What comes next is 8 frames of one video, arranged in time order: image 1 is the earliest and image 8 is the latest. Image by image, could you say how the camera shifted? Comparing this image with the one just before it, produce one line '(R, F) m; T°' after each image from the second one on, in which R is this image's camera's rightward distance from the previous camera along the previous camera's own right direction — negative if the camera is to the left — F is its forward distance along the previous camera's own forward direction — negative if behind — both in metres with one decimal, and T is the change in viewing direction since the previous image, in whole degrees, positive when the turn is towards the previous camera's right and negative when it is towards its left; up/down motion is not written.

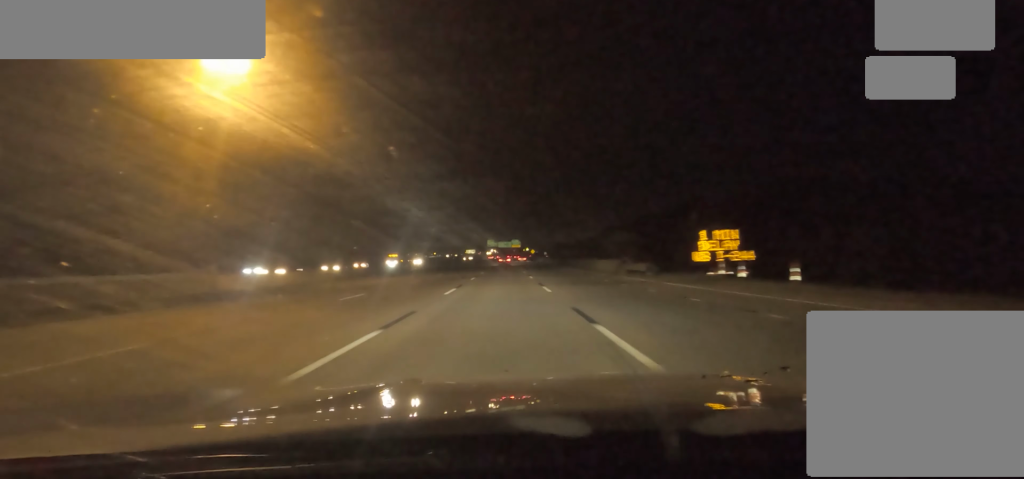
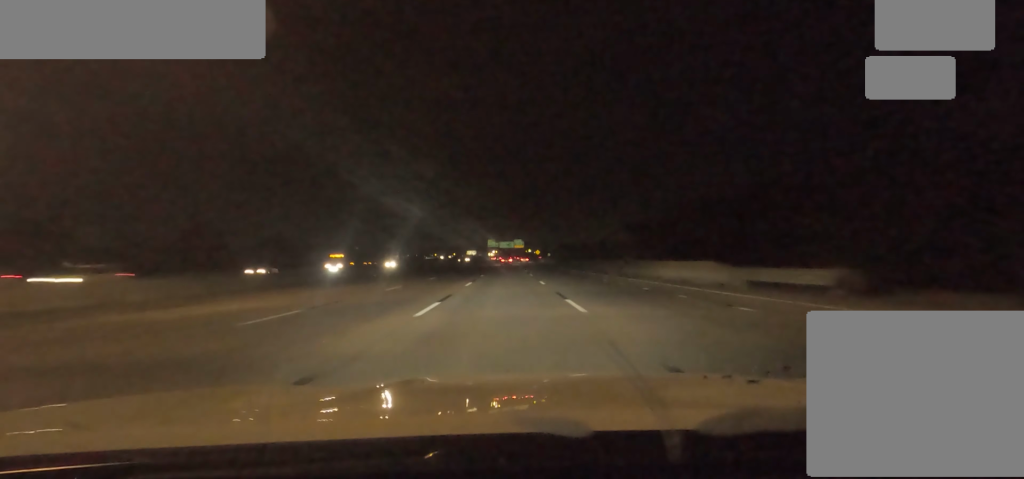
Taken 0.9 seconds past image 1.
(-0.1, +20.6) m; 0°
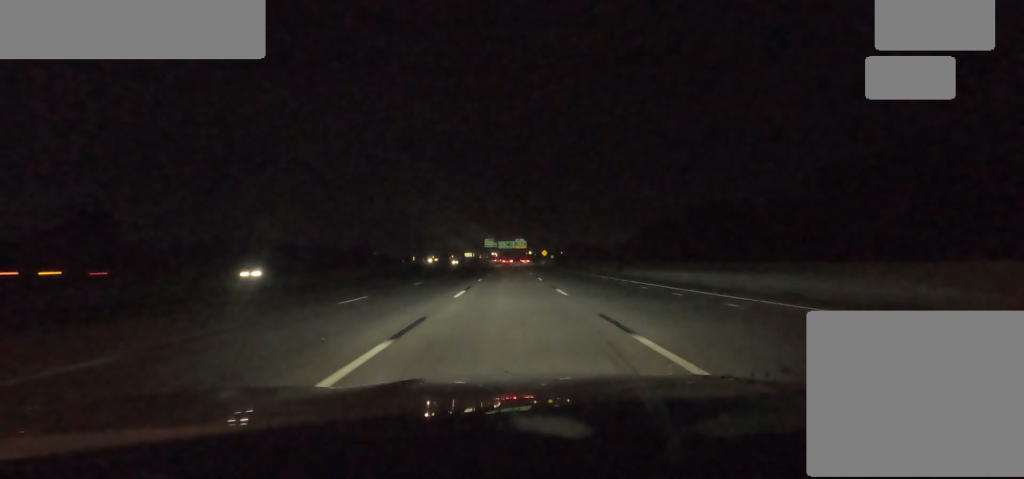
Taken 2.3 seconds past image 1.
(0.0, +33.5) m; 0°
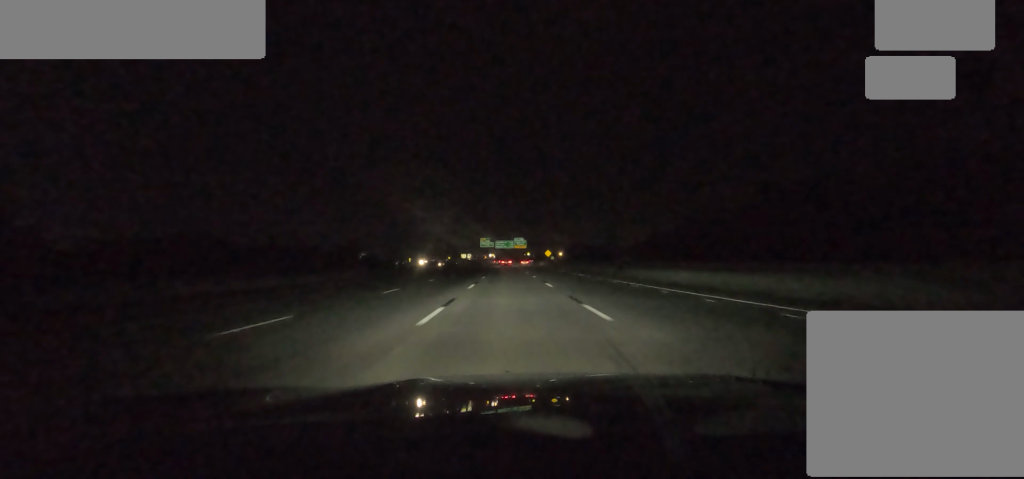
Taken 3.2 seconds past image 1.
(0.0, +20.7) m; +1°
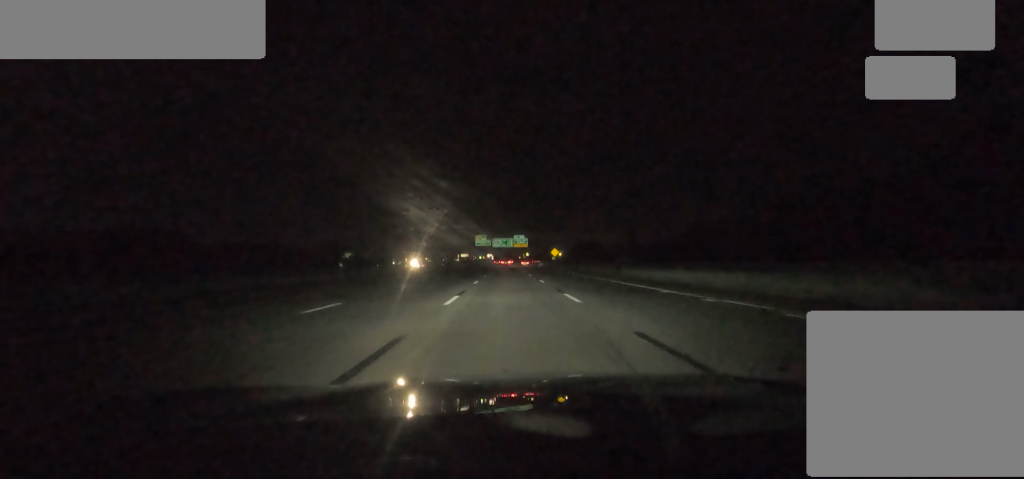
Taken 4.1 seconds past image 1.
(+0.2, +22.5) m; 0°
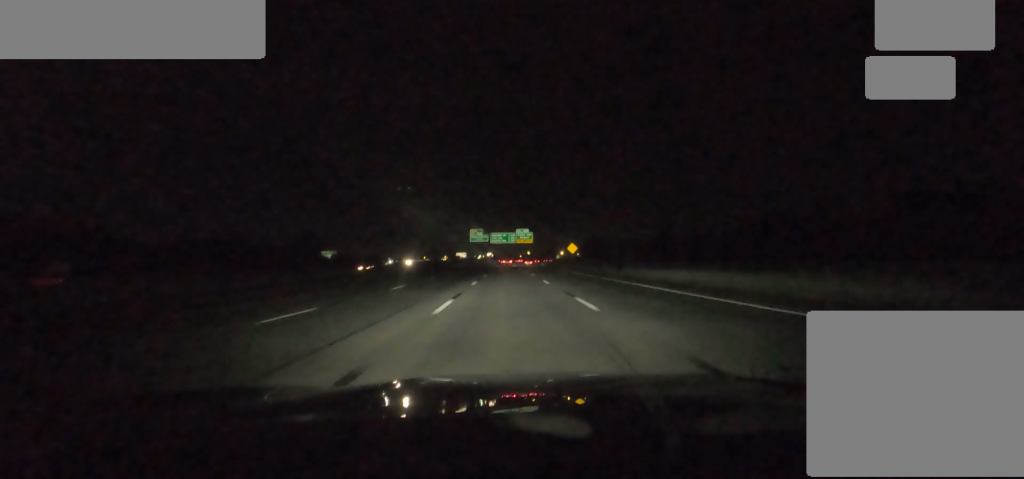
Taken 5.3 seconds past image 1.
(-0.2, +29.7) m; -4°
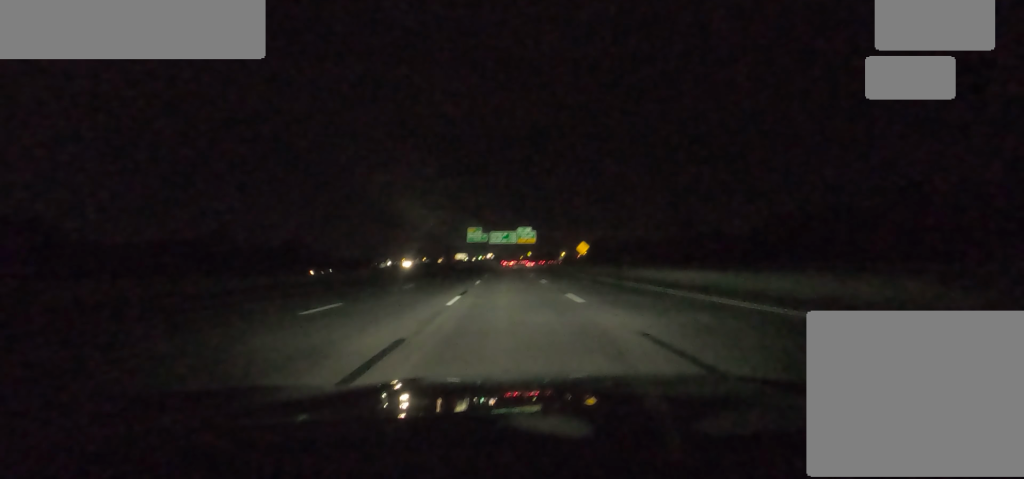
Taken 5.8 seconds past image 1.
(-0.5, +11.1) m; 0°
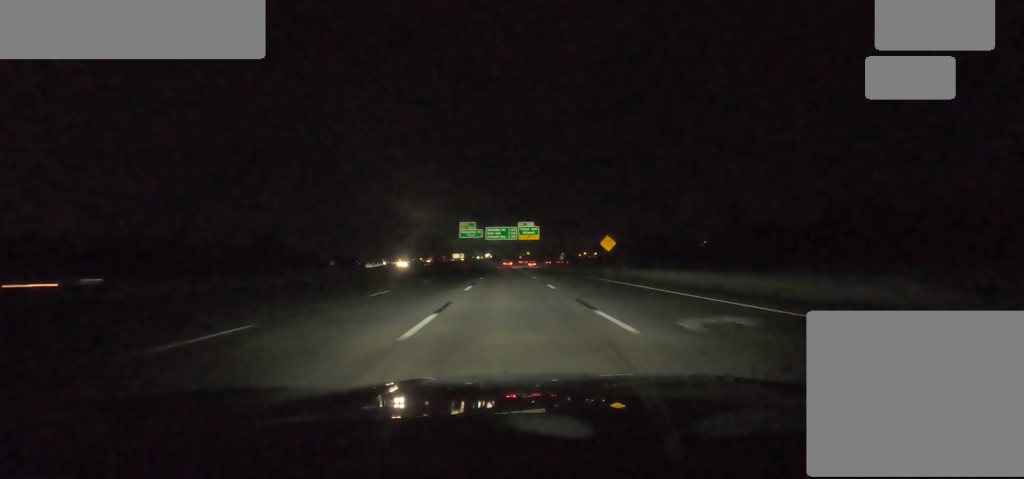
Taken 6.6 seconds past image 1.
(-0.5, +20.2) m; +1°
